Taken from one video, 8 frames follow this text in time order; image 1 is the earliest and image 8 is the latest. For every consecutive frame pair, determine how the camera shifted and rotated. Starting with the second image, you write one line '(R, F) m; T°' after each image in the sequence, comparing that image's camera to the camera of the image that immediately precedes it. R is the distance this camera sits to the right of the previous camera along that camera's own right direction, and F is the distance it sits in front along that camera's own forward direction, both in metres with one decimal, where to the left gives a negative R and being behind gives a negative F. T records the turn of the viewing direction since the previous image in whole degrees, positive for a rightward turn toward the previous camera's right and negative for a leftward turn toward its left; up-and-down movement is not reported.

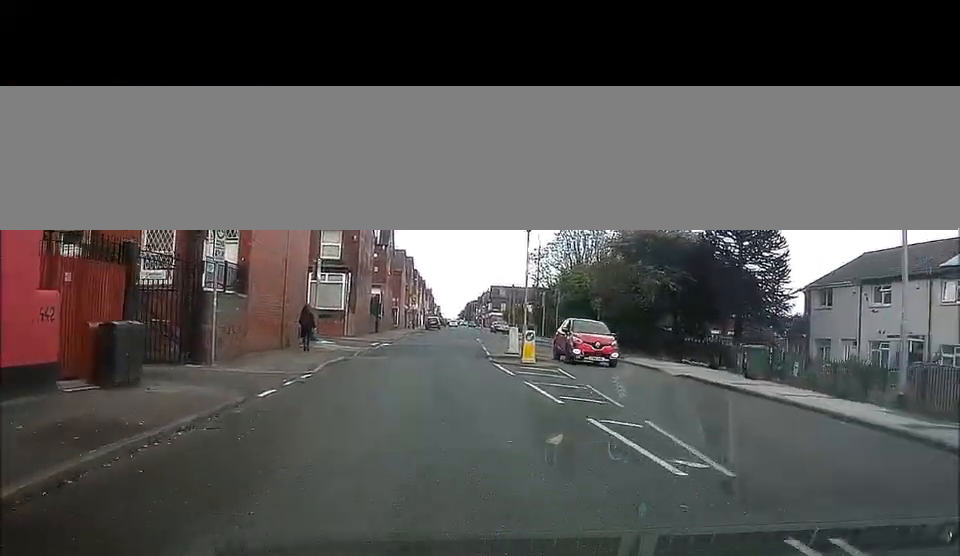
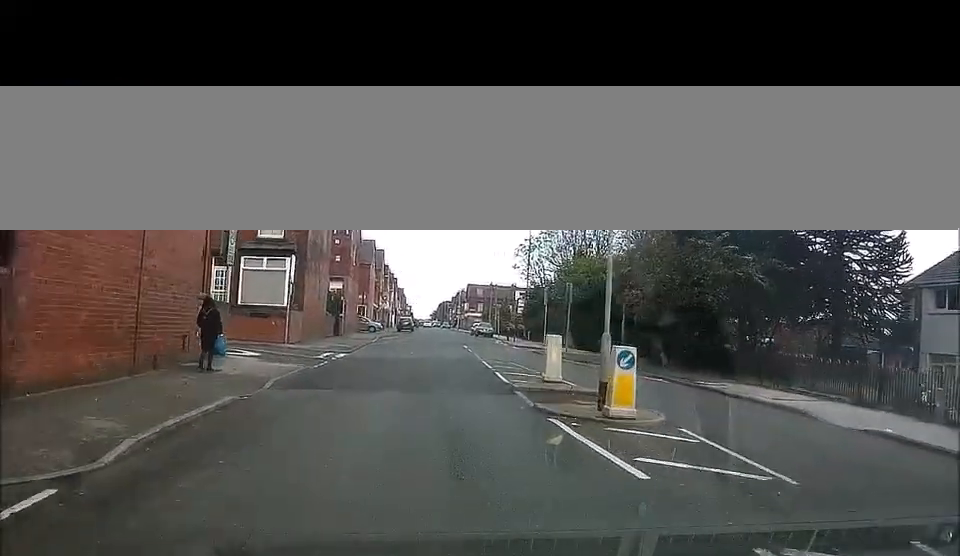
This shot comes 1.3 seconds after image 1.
(+0.2, +12.9) m; +2°
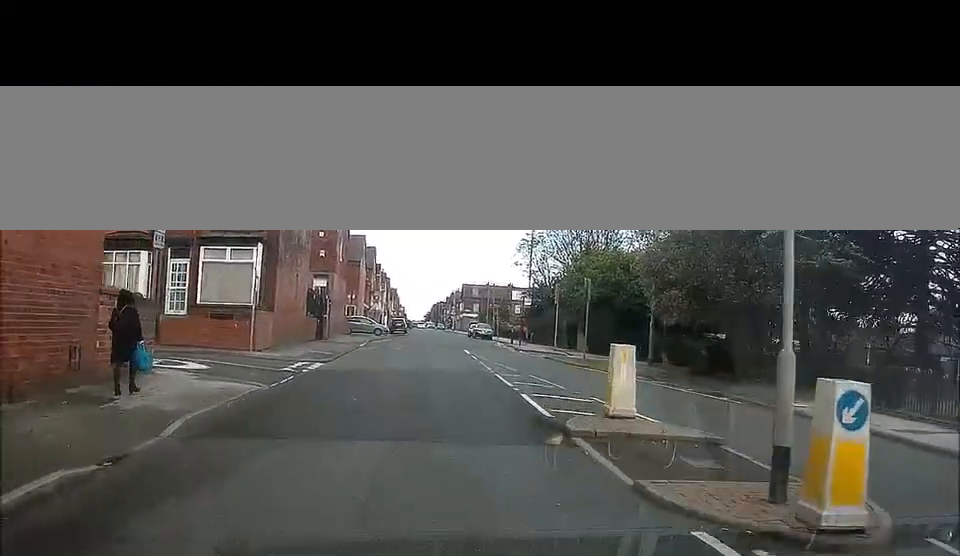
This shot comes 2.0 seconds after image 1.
(+0.1, +6.0) m; 0°
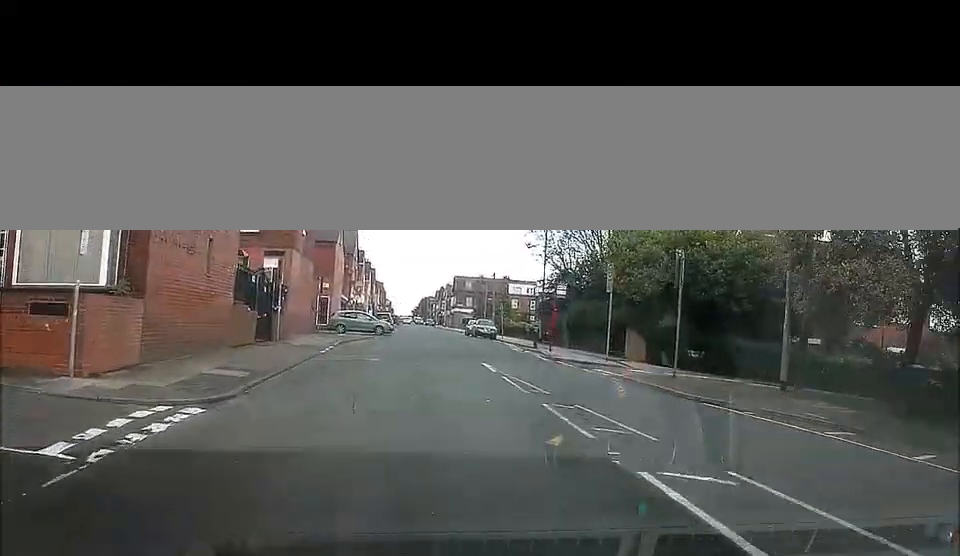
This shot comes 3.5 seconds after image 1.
(-0.1, +13.8) m; +1°
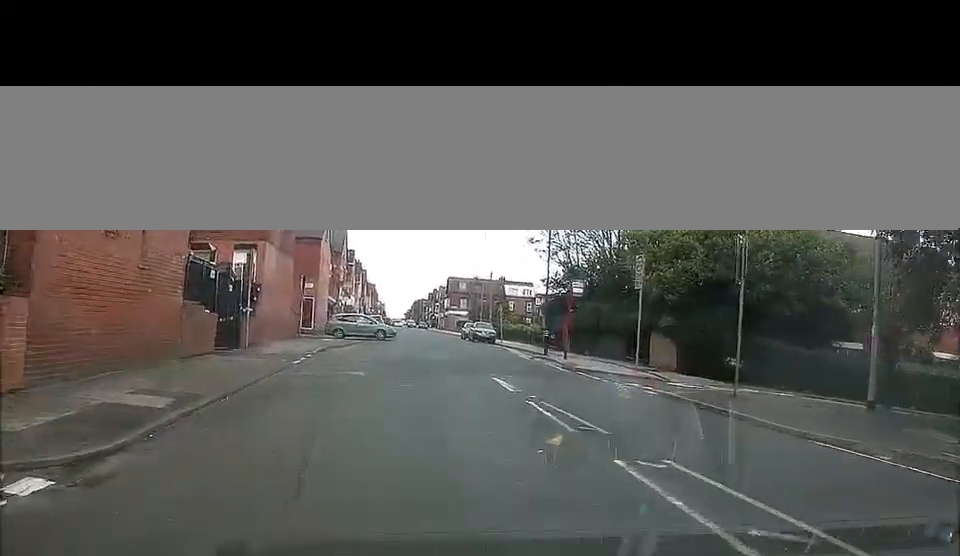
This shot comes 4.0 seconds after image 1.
(+0.2, +4.8) m; 0°
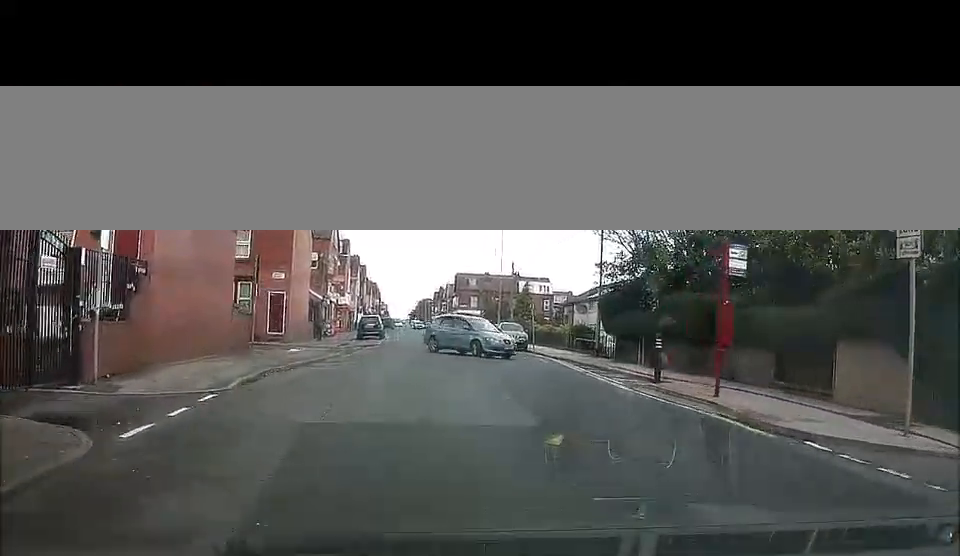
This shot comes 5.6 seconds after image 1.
(-0.4, +14.4) m; -2°
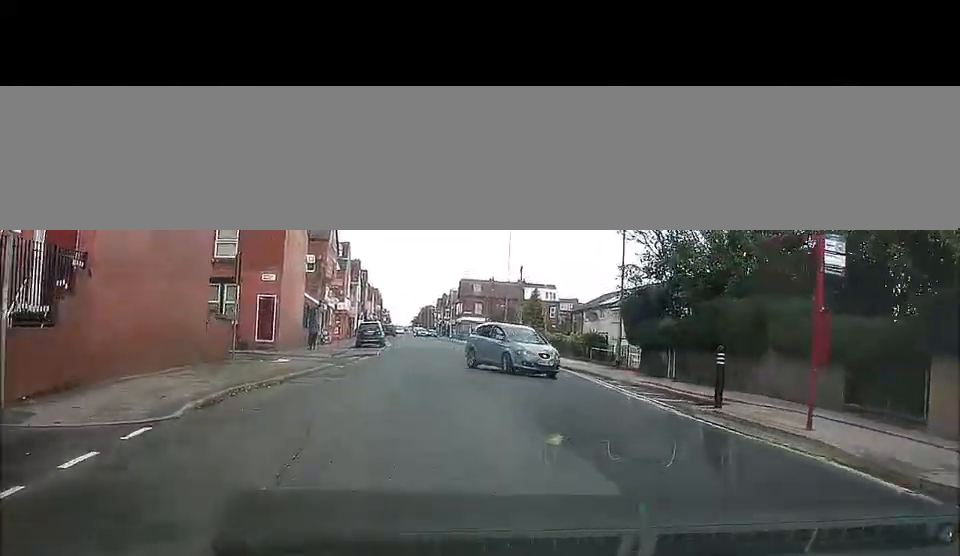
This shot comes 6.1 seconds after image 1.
(-0.1, +3.8) m; +1°
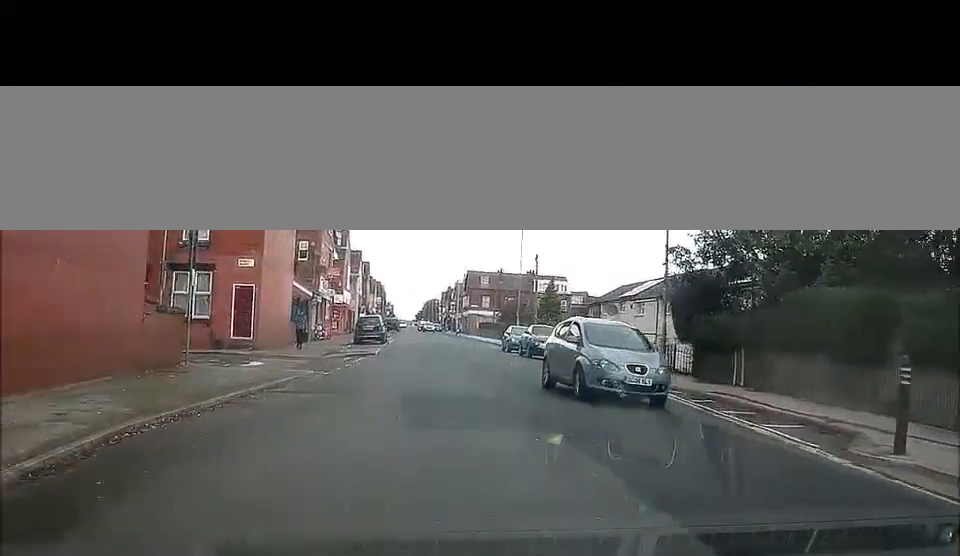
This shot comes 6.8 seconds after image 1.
(+0.1, +6.1) m; +1°
